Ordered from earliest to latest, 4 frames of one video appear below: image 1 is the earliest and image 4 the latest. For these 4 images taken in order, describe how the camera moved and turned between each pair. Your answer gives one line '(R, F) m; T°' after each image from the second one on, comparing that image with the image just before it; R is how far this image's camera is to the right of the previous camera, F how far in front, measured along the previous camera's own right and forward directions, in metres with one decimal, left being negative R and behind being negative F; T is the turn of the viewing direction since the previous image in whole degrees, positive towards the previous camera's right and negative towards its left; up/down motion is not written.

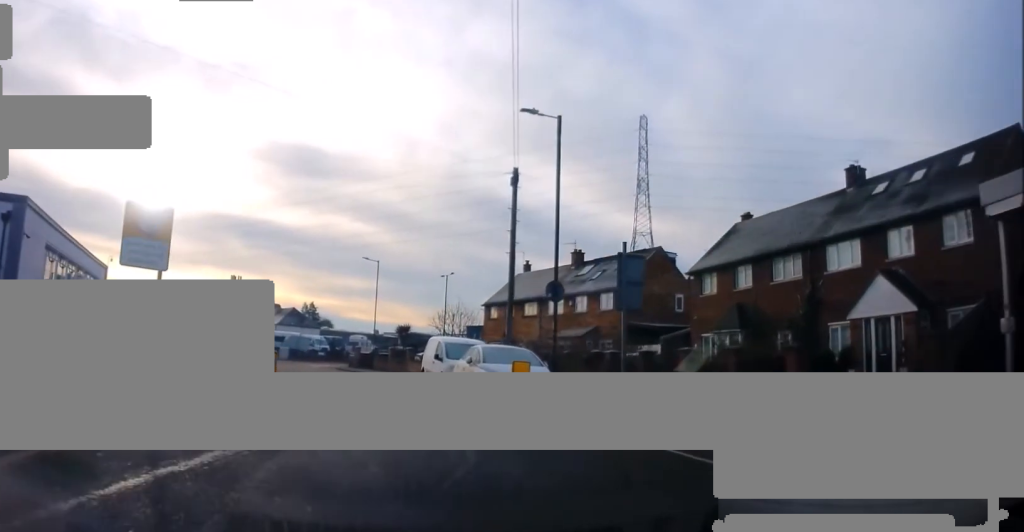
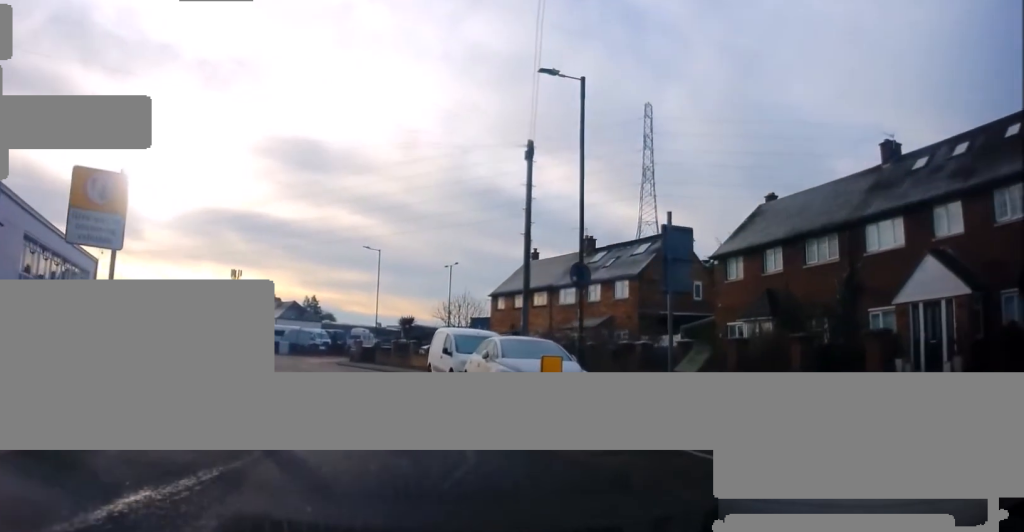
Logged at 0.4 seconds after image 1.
(0.0, +2.4) m; 0°
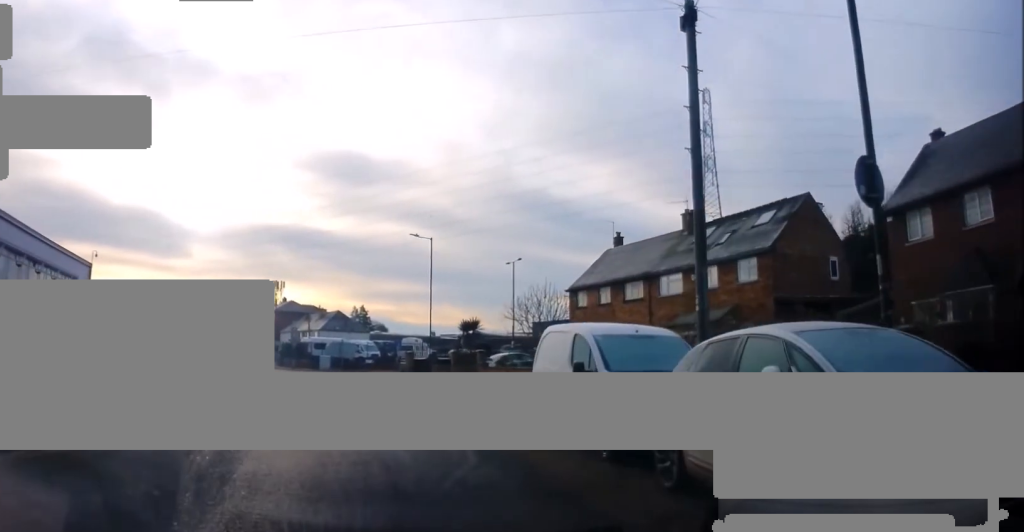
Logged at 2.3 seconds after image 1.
(-0.2, +9.7) m; -7°
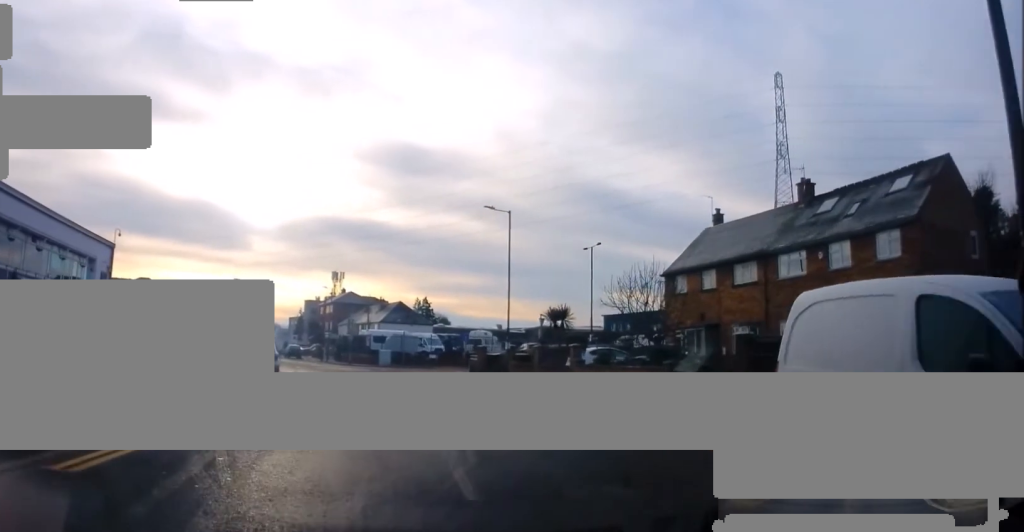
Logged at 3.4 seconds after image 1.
(-0.4, +5.8) m; -4°
